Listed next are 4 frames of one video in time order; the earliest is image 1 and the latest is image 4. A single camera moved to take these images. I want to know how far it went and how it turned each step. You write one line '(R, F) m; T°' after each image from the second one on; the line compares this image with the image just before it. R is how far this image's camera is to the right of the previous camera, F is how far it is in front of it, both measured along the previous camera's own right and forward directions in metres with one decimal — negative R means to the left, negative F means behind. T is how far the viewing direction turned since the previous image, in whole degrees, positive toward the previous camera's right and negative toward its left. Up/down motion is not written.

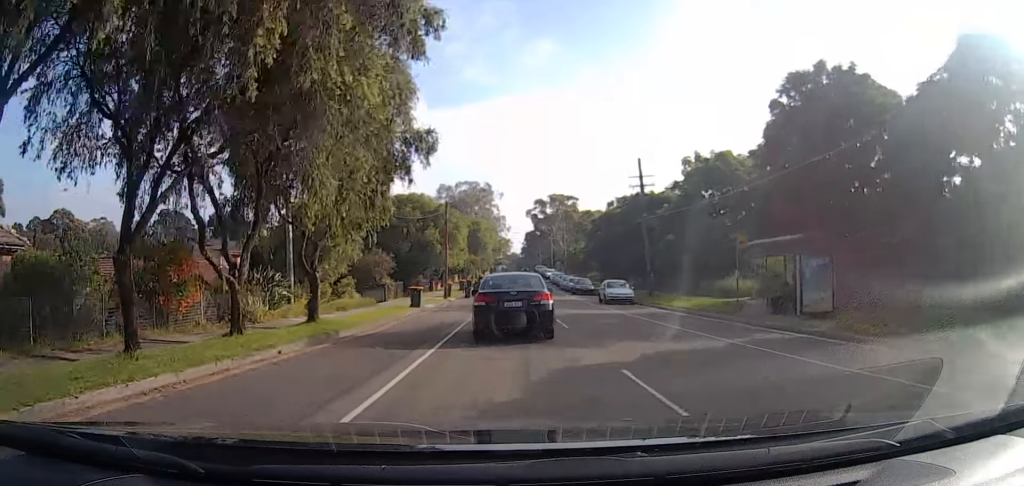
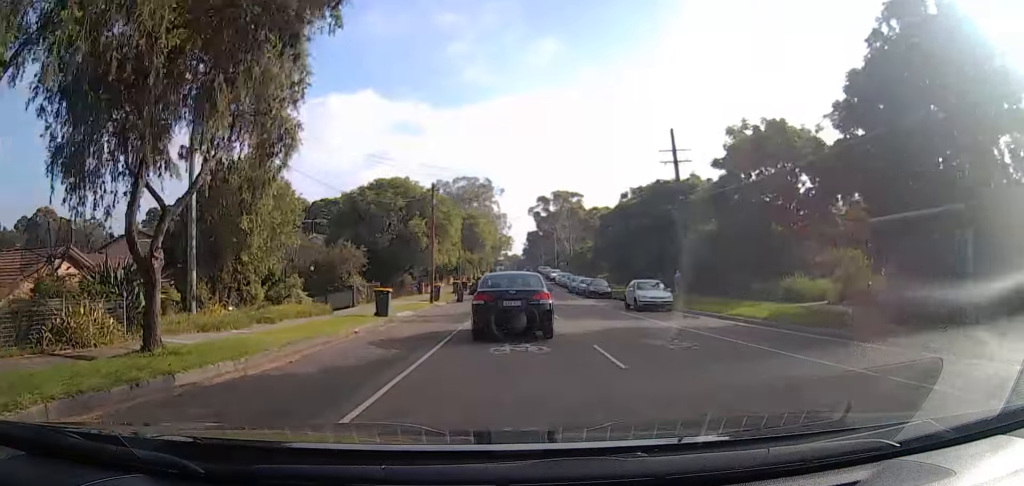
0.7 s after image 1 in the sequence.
(-0.1, +8.6) m; -1°
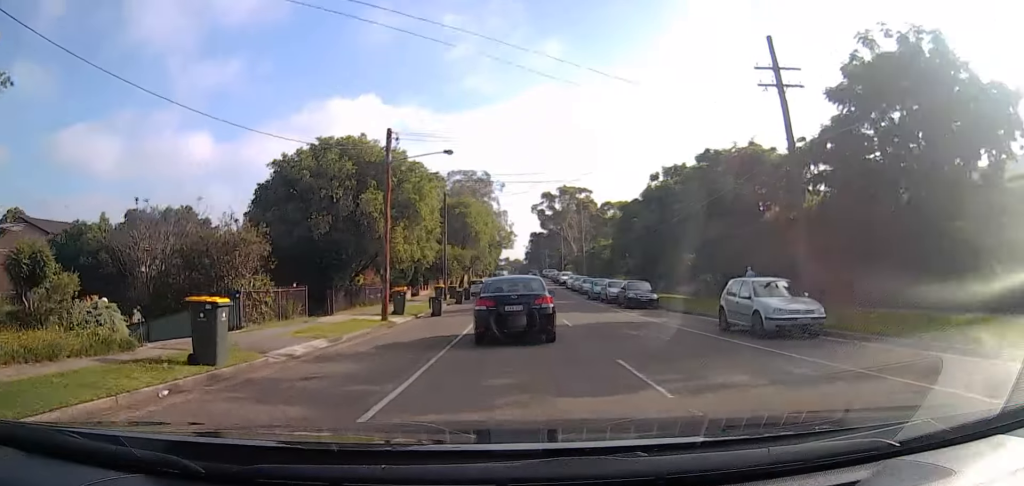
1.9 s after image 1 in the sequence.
(-0.3, +14.4) m; -1°
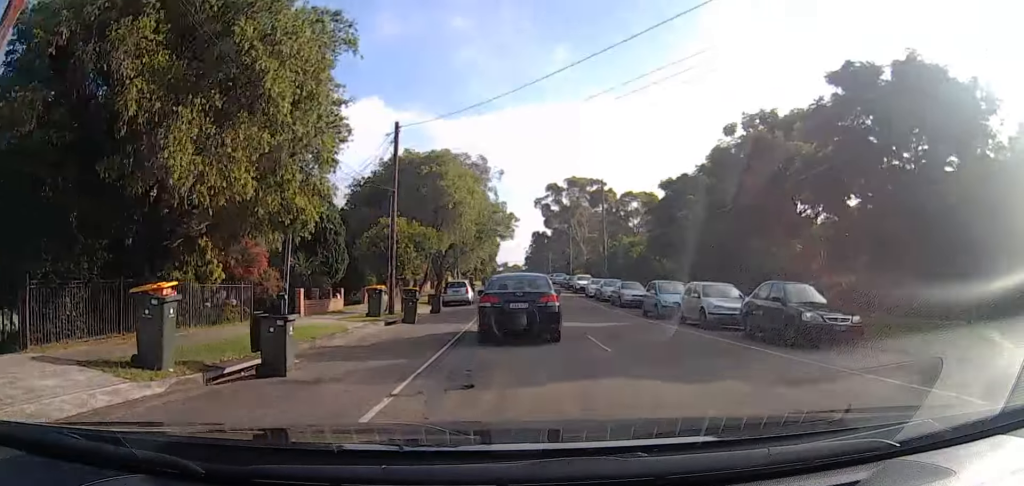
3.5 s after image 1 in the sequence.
(0.0, +19.0) m; 0°
